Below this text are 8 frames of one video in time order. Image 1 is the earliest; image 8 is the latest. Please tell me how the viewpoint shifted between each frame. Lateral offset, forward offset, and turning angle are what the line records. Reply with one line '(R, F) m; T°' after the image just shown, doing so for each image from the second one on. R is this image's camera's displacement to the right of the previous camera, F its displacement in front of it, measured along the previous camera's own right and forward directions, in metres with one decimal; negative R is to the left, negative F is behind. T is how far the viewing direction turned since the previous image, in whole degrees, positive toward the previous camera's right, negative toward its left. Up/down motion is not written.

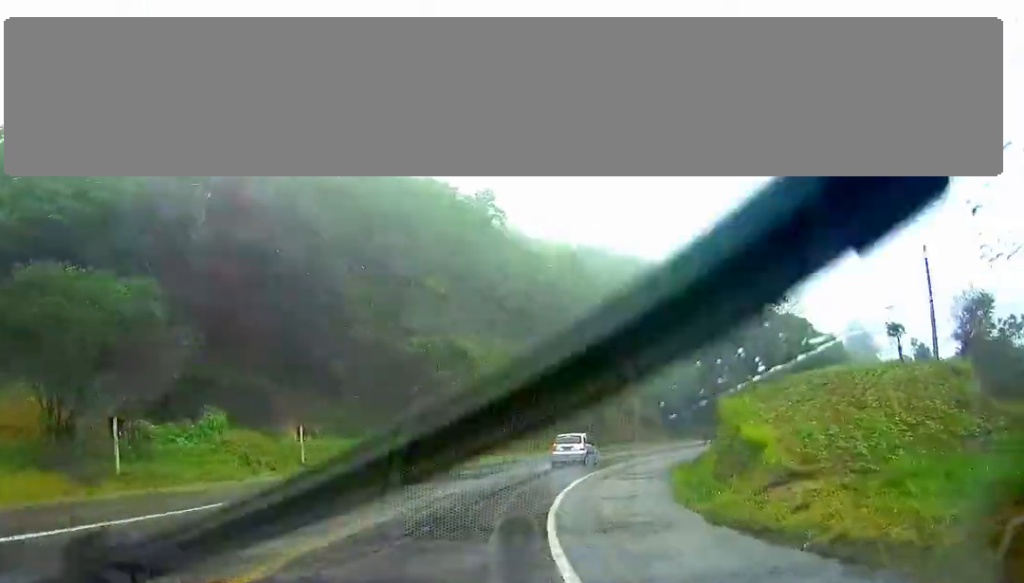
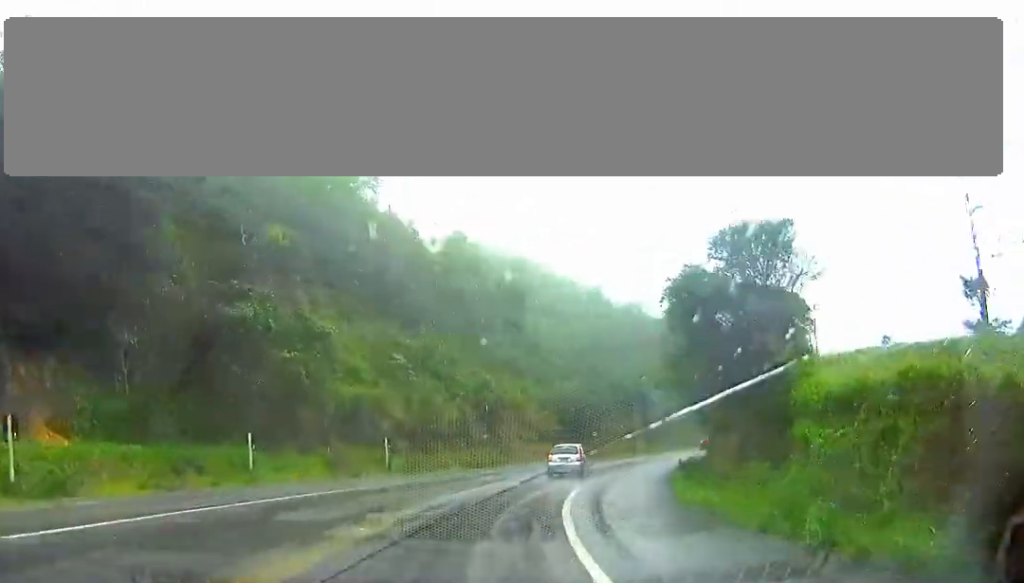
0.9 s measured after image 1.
(+1.3, +16.1) m; +11°
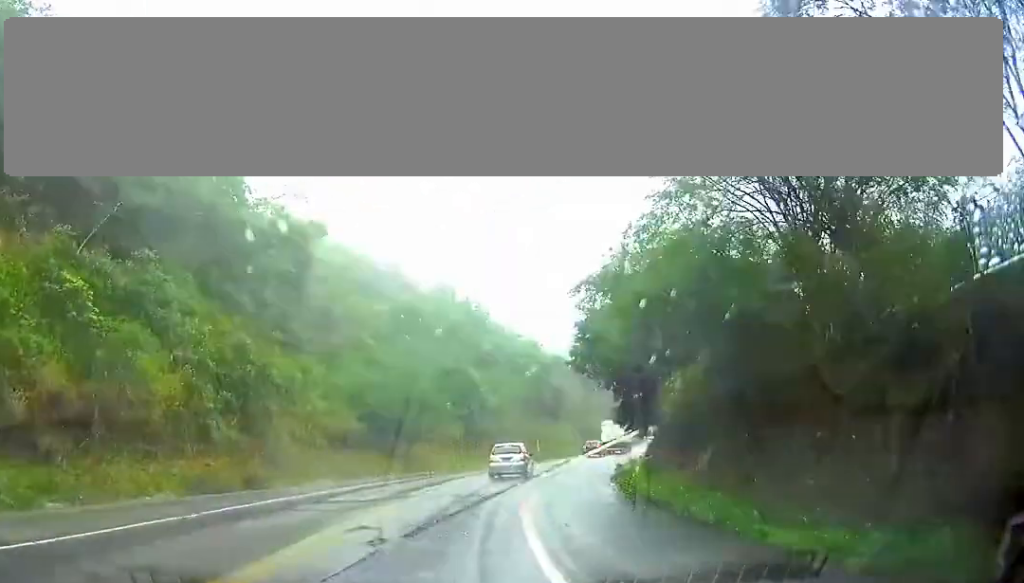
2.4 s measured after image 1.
(+4.1, +24.1) m; +15°
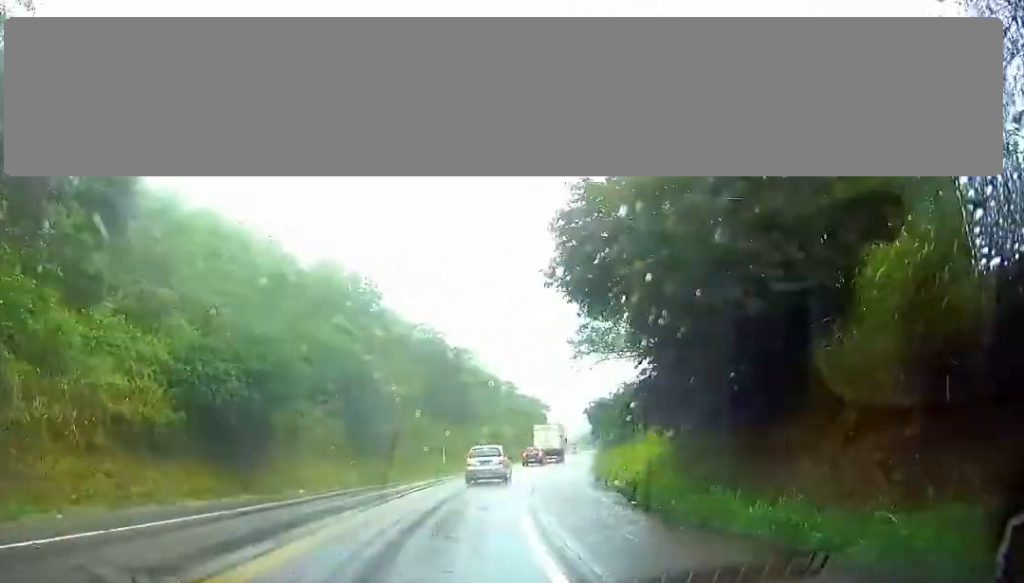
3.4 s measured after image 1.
(+0.2, +18.4) m; +1°
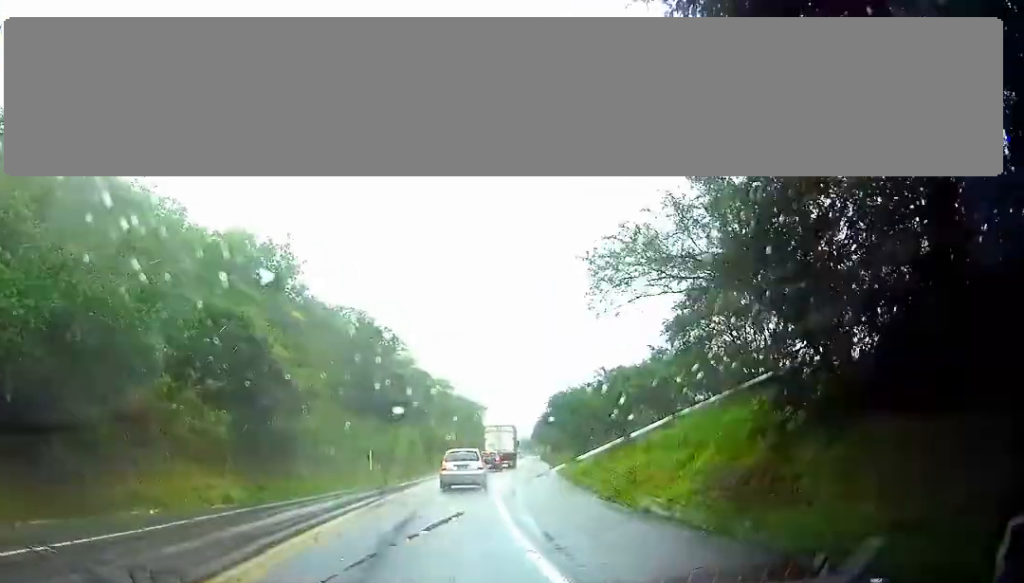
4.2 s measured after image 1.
(0.0, +13.5) m; +5°
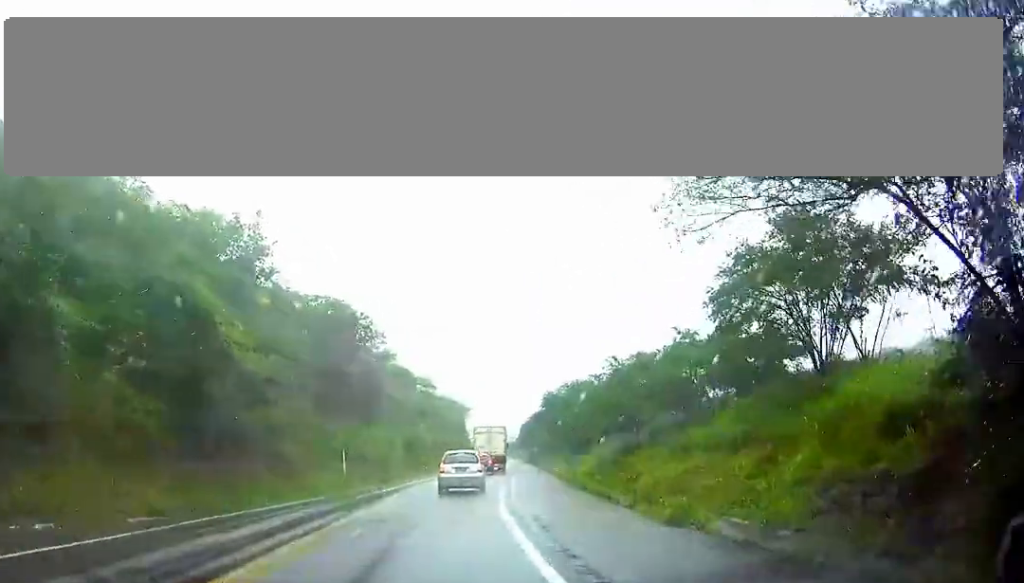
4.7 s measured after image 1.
(+0.3, +7.0) m; +3°
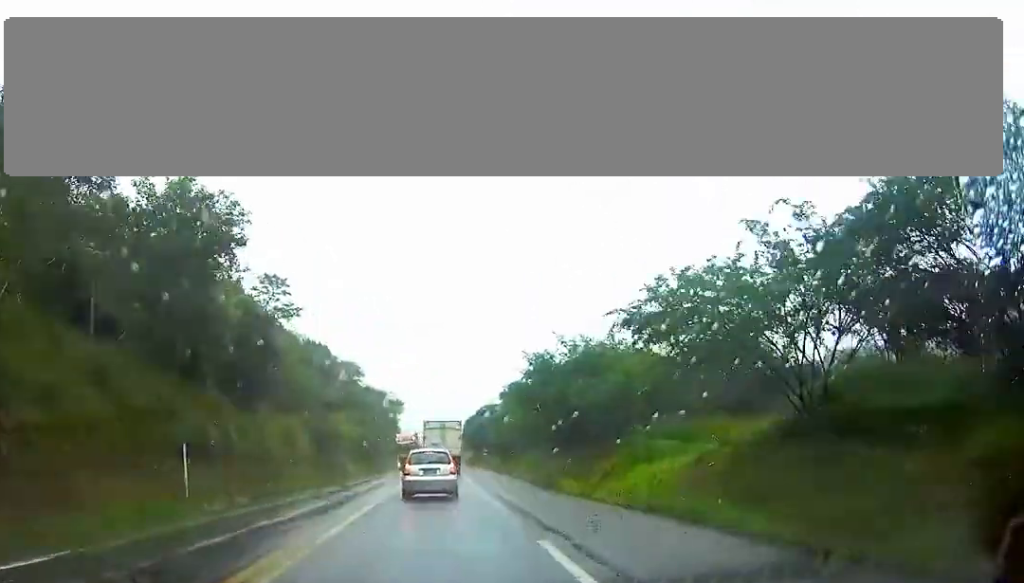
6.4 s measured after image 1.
(+3.1, +25.1) m; +11°
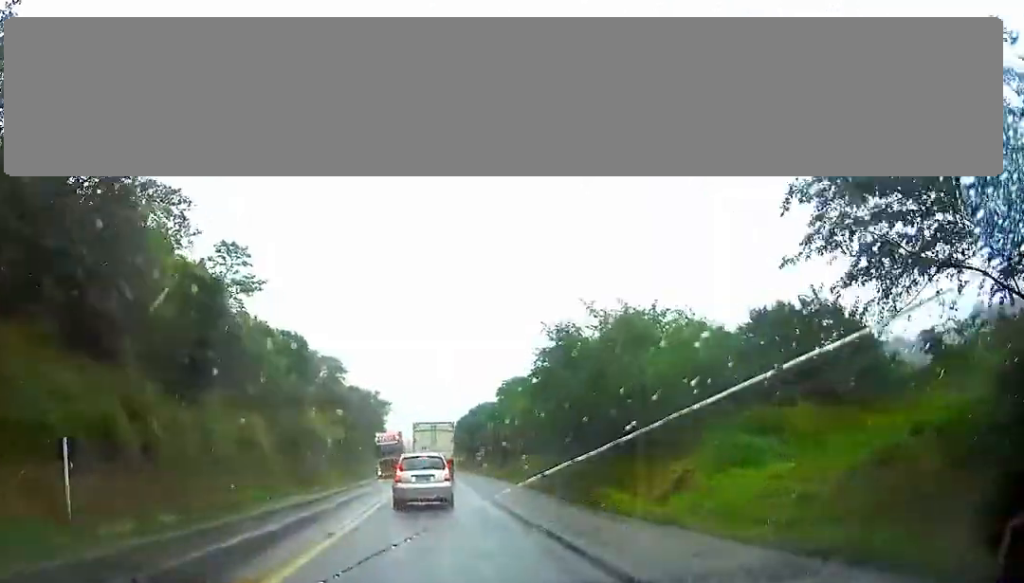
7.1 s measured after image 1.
(+0.2, +9.5) m; +1°
